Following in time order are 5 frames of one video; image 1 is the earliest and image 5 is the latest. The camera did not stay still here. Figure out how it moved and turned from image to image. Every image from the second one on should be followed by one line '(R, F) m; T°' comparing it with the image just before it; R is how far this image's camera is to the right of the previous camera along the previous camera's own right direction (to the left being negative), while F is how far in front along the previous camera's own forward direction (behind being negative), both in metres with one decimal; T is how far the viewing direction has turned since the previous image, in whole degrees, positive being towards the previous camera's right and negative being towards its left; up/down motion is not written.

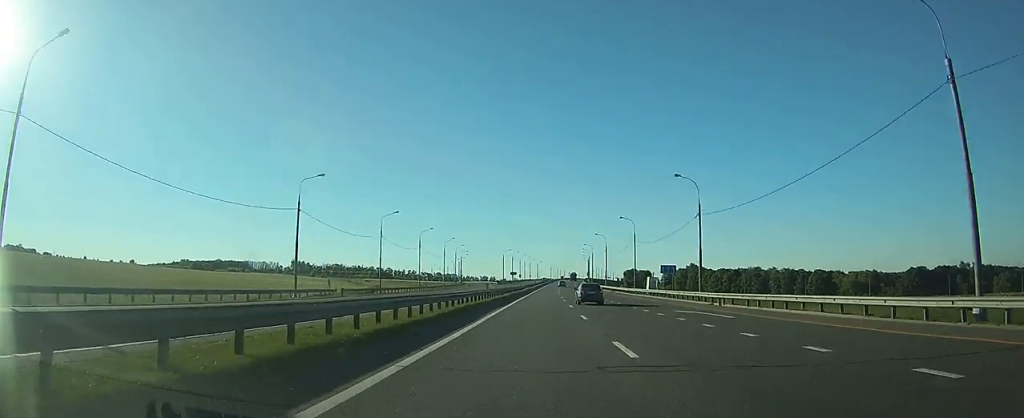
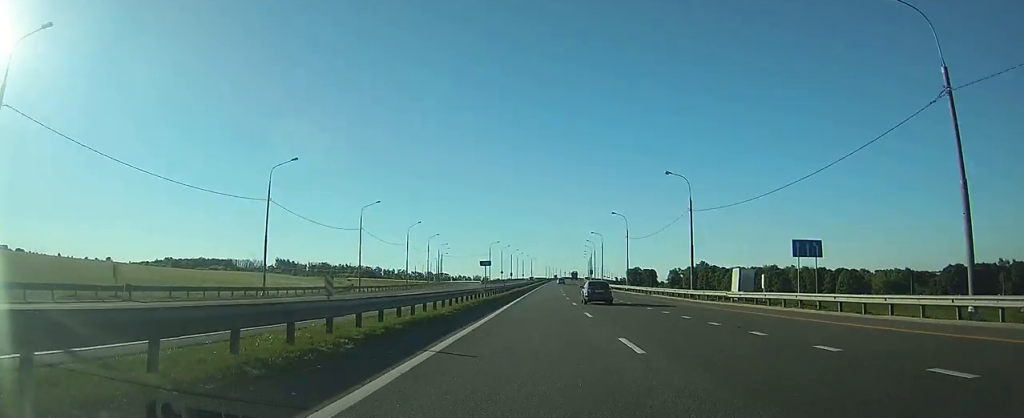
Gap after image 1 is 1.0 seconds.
(+0.2, +35.6) m; 0°
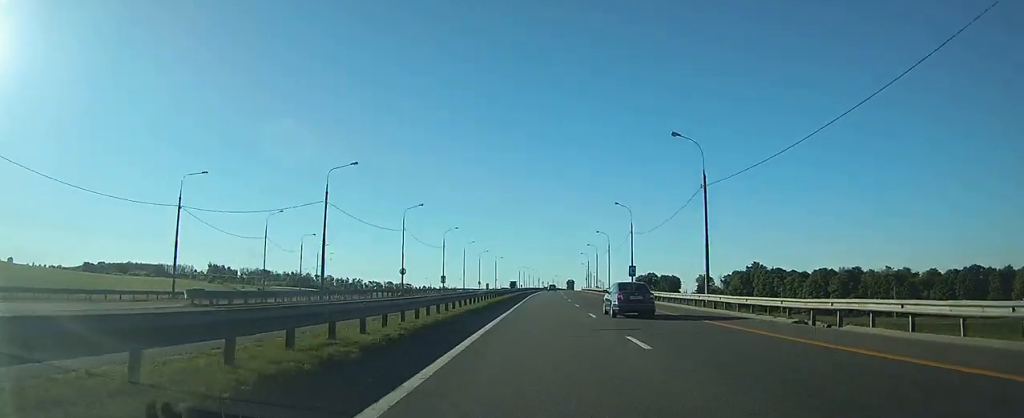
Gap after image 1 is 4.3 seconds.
(+1.6, +118.7) m; +2°
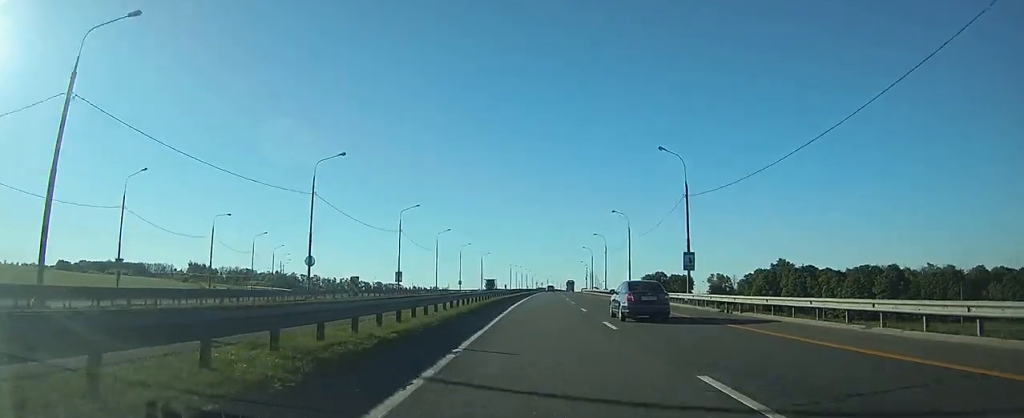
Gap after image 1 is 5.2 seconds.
(+0.2, +30.6) m; +1°
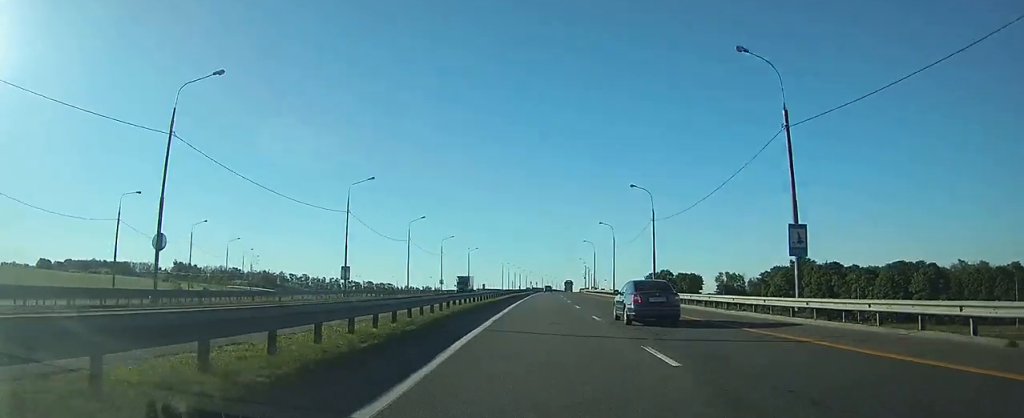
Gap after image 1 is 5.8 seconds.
(+0.1, +19.8) m; 0°
